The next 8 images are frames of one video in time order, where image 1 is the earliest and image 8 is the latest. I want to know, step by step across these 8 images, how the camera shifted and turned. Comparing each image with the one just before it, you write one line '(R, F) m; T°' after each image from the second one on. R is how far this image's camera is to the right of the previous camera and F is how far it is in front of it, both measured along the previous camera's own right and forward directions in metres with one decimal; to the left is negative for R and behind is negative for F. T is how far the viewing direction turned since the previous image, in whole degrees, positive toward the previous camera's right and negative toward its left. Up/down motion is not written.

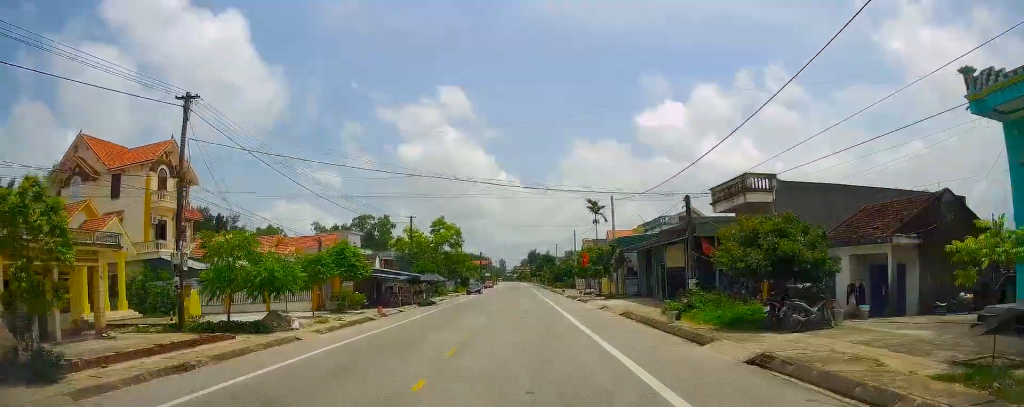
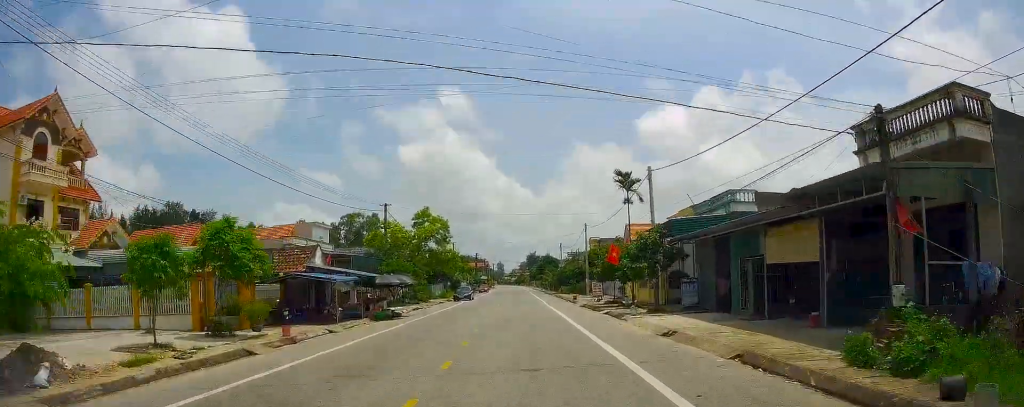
(+0.9, +13.6) m; +2°
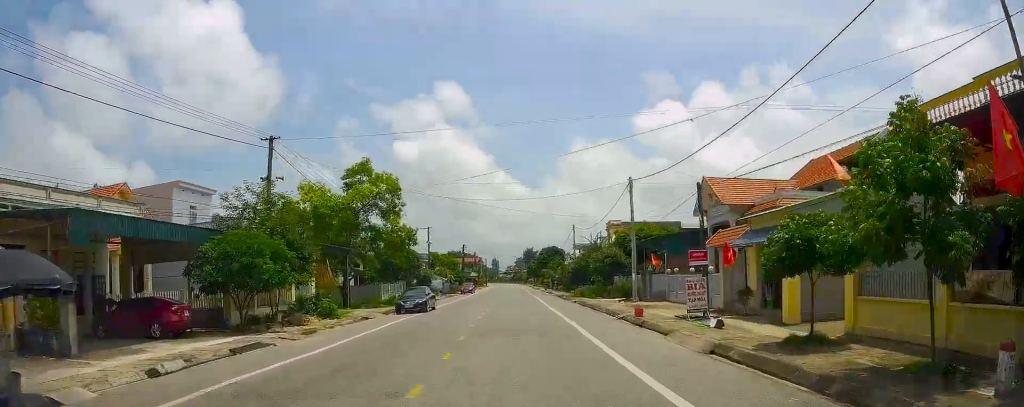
(-1.7, +27.1) m; -3°
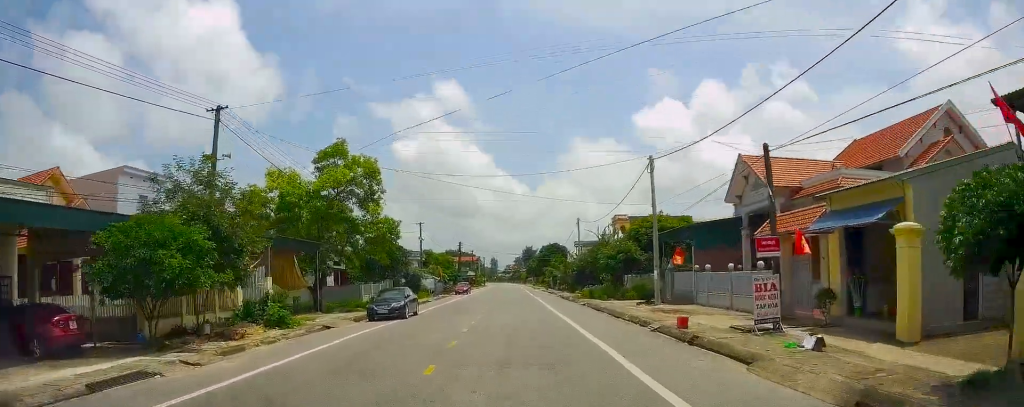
(+0.1, +6.1) m; 0°
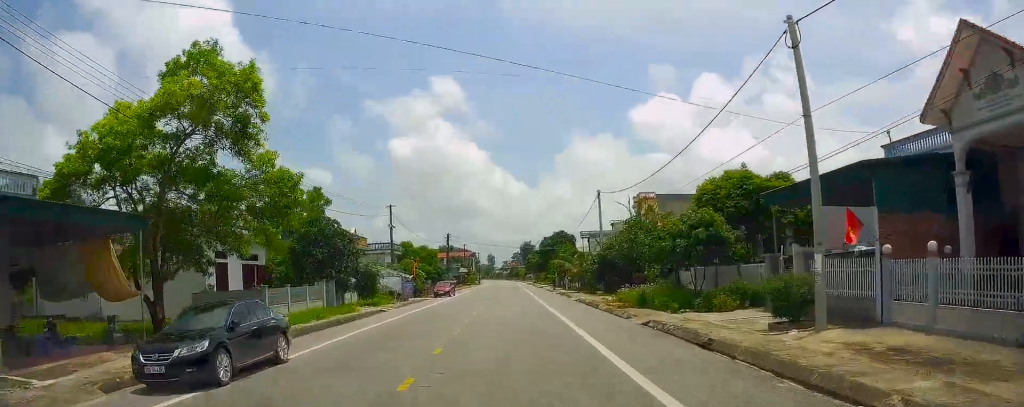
(+0.2, +17.5) m; +1°
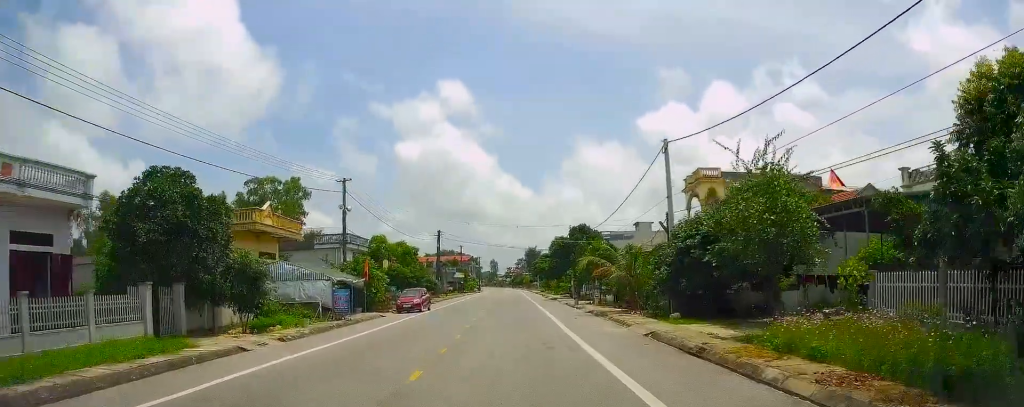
(+0.6, +18.9) m; +1°
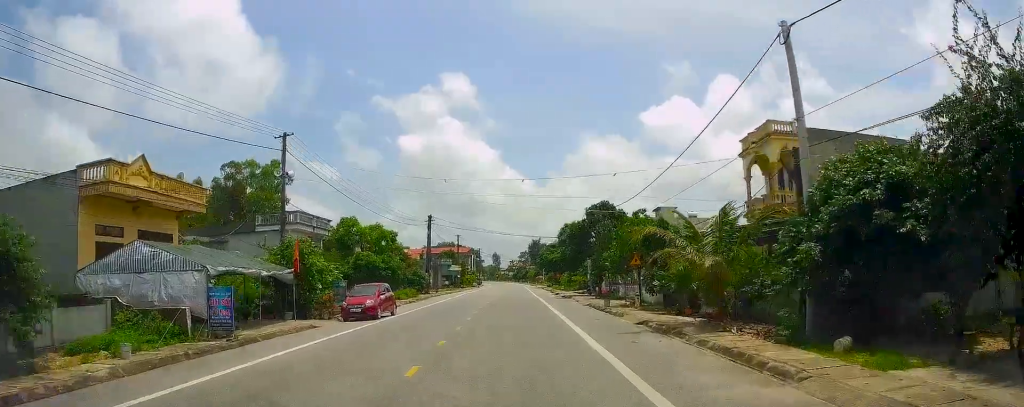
(-0.6, +12.2) m; -2°
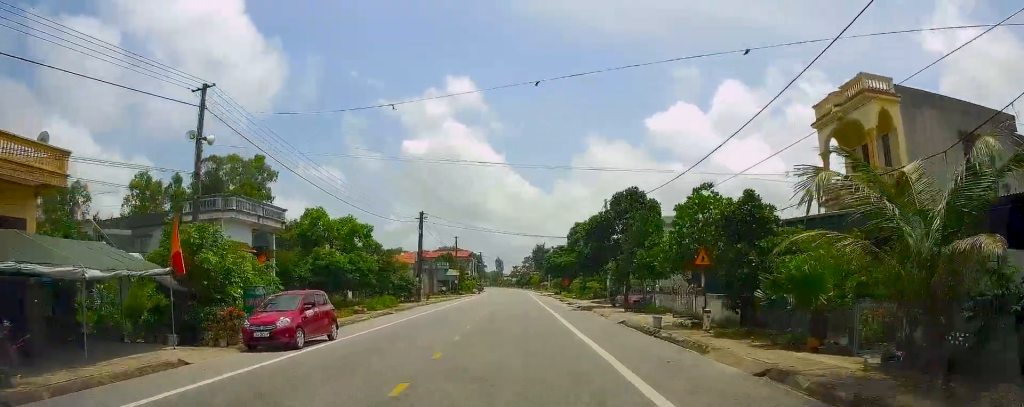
(-0.2, +9.4) m; 0°
